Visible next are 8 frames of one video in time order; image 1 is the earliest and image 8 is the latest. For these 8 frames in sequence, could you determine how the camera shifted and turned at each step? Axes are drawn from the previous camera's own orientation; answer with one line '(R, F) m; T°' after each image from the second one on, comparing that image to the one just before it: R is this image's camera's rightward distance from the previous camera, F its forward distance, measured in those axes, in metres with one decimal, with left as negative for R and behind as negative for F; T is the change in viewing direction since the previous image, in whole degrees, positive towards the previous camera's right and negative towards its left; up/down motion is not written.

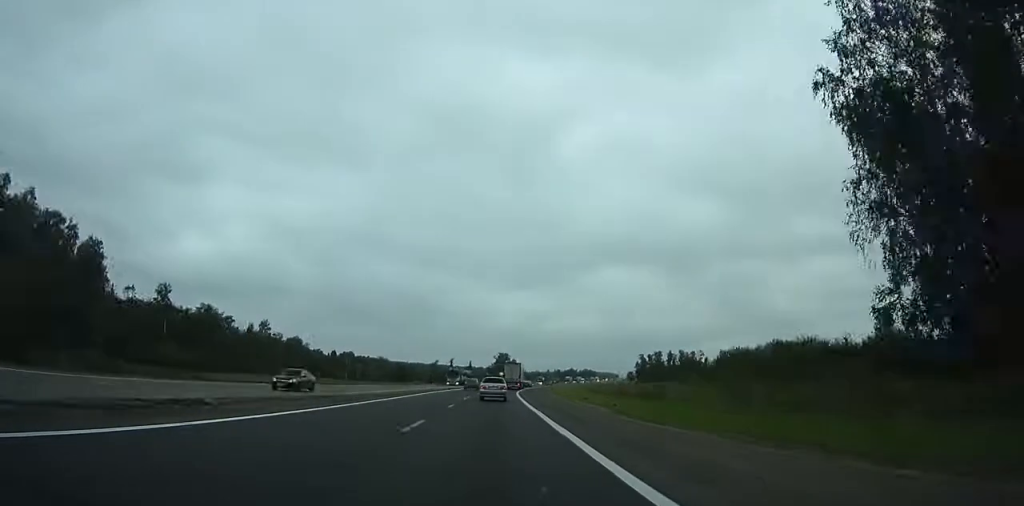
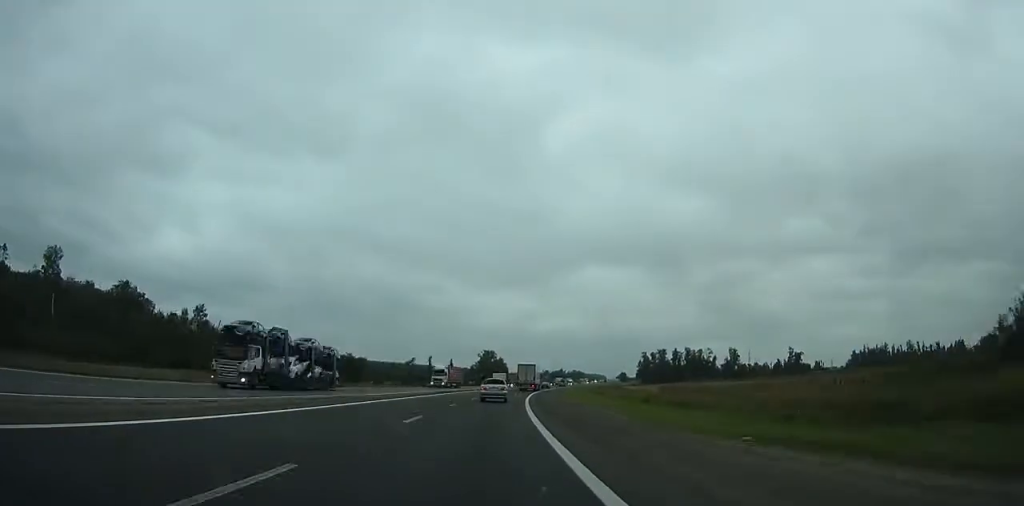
(+0.7, +44.2) m; +2°
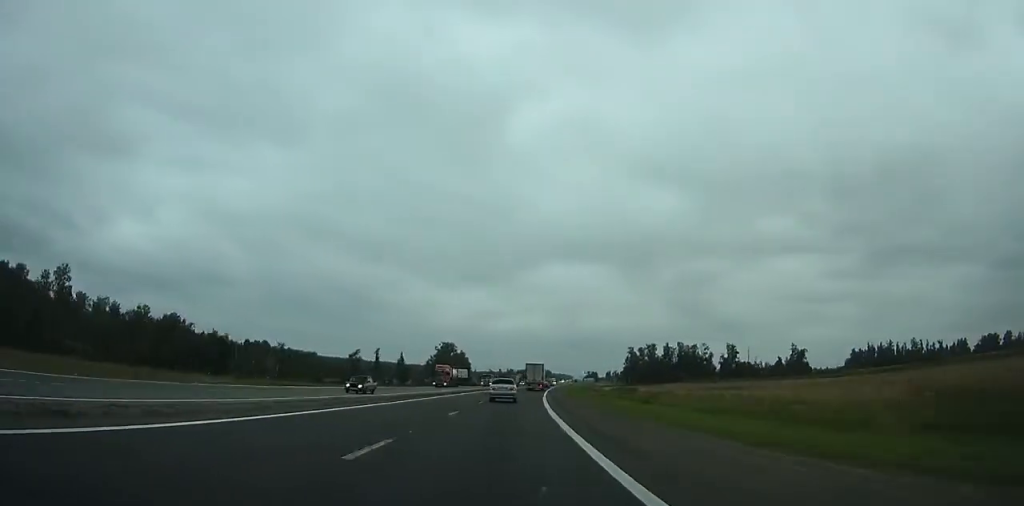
(+0.9, +55.5) m; +3°
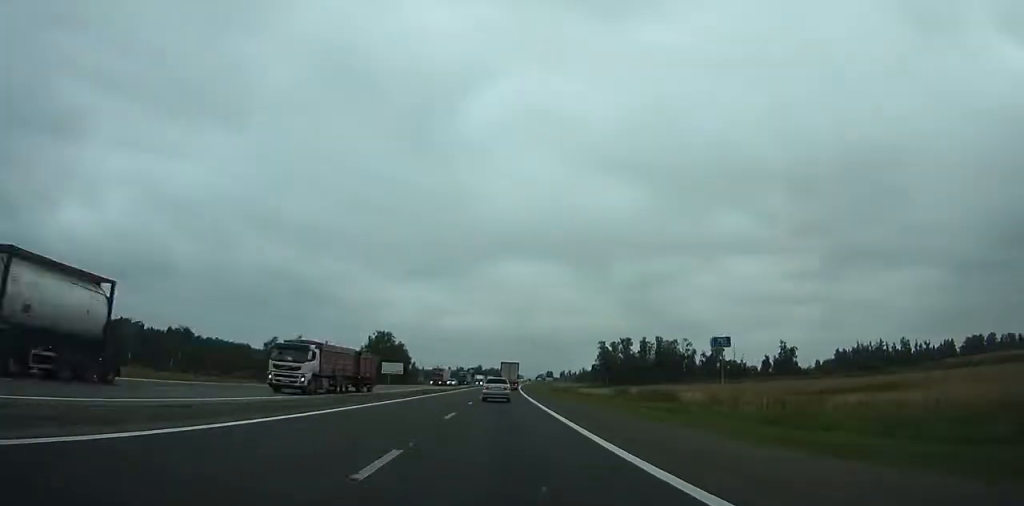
(+1.6, +49.3) m; +3°
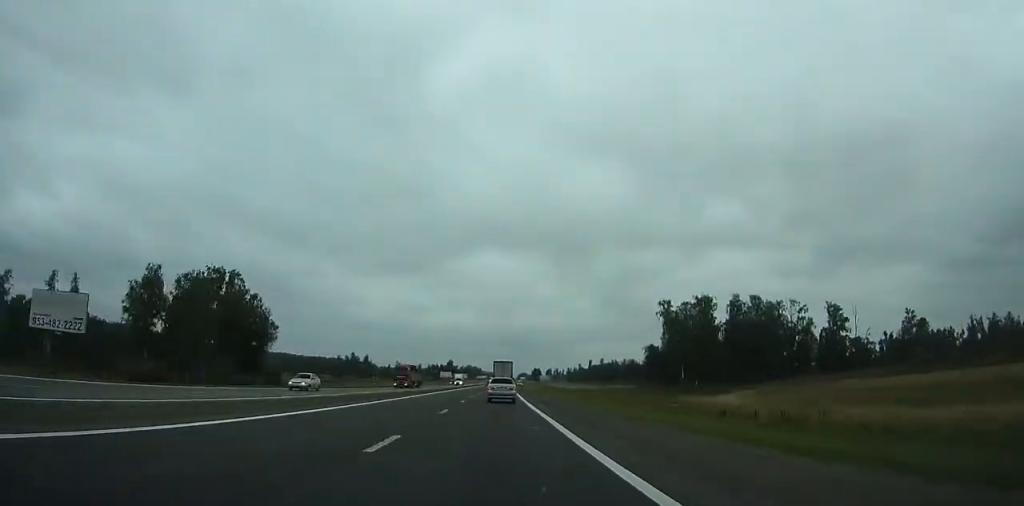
(+7.3, +127.8) m; +4°
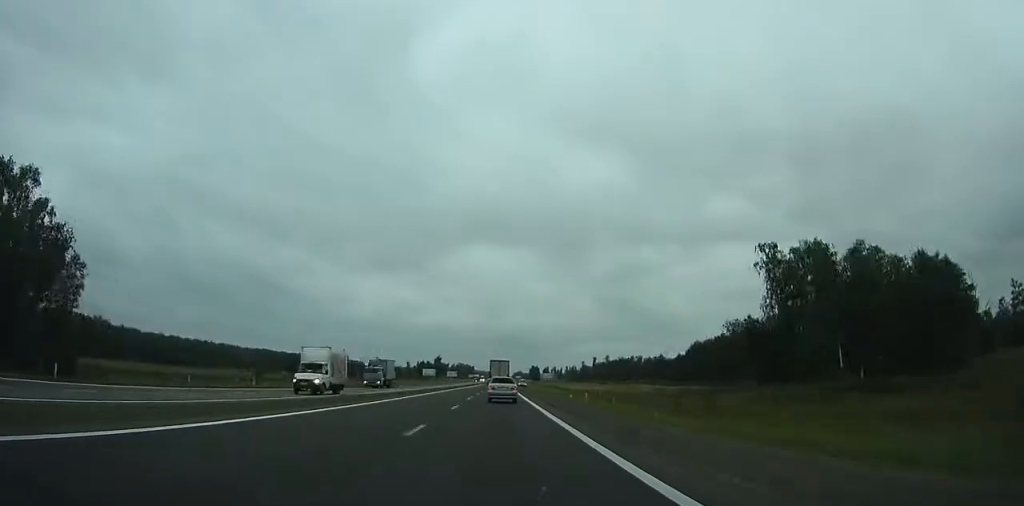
(+0.3, +58.2) m; +1°
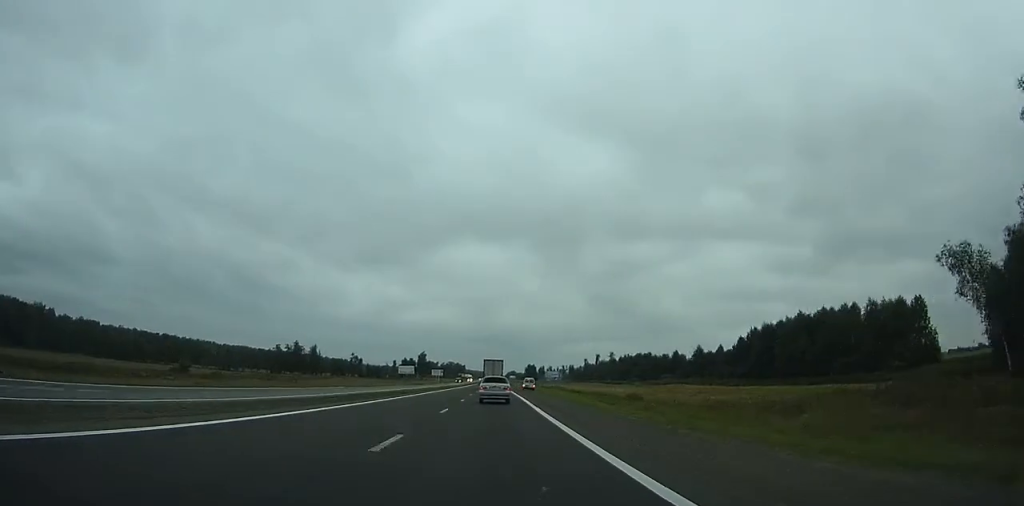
(+0.2, +51.4) m; 0°
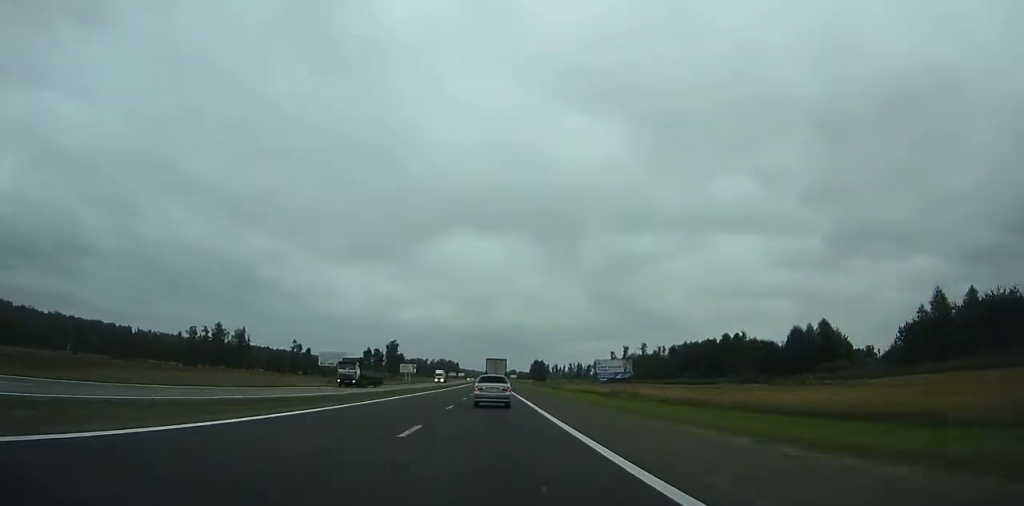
(+0.3, +104.3) m; 0°
